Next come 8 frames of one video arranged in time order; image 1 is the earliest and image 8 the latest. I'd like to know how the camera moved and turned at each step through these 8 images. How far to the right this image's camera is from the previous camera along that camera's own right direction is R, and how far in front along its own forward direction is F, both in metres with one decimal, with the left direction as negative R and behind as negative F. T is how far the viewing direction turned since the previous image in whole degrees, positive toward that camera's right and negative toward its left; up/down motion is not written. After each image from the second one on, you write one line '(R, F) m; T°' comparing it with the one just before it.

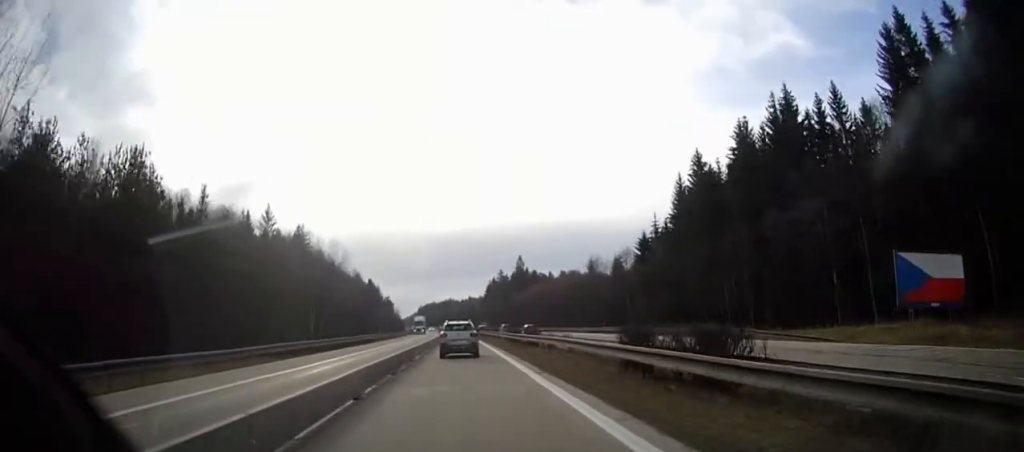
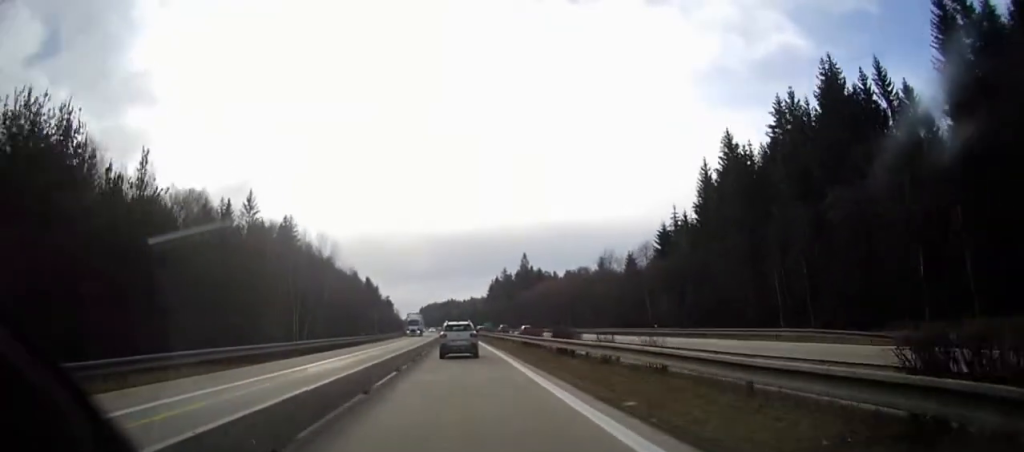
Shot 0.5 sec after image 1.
(-0.1, +11.0) m; 0°
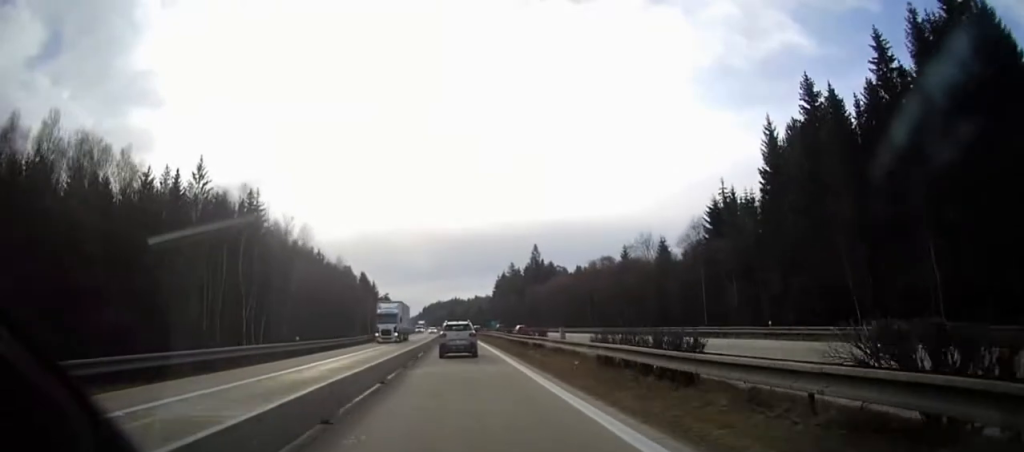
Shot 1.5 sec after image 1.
(-0.1, +22.0) m; 0°
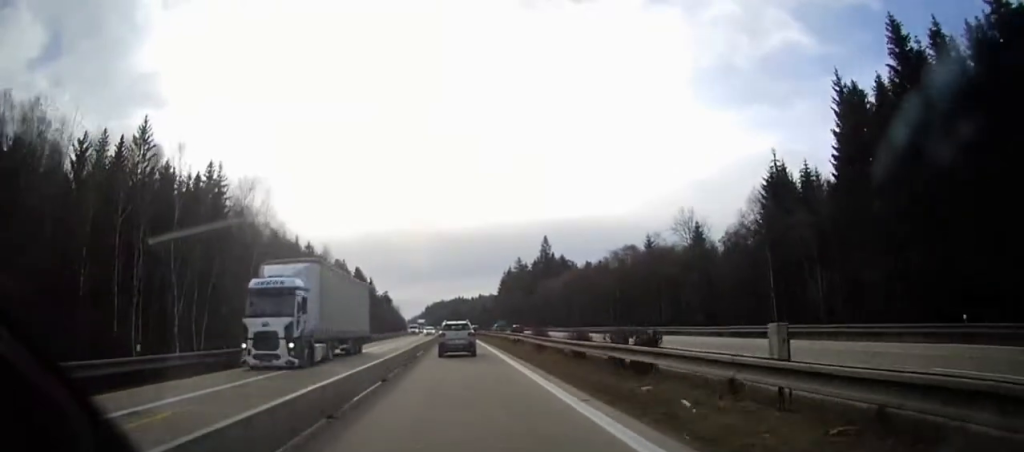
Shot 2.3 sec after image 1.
(0.0, +17.7) m; 0°
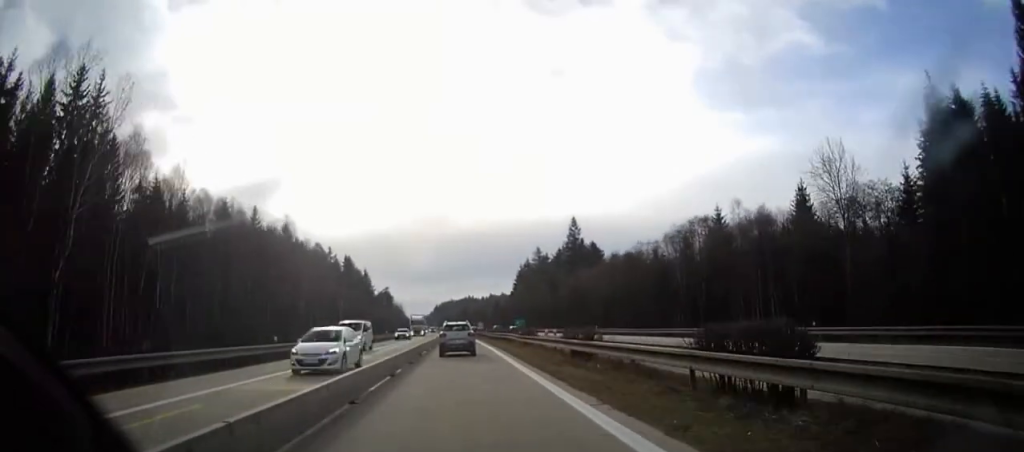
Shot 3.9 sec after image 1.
(-0.3, +34.8) m; -1°
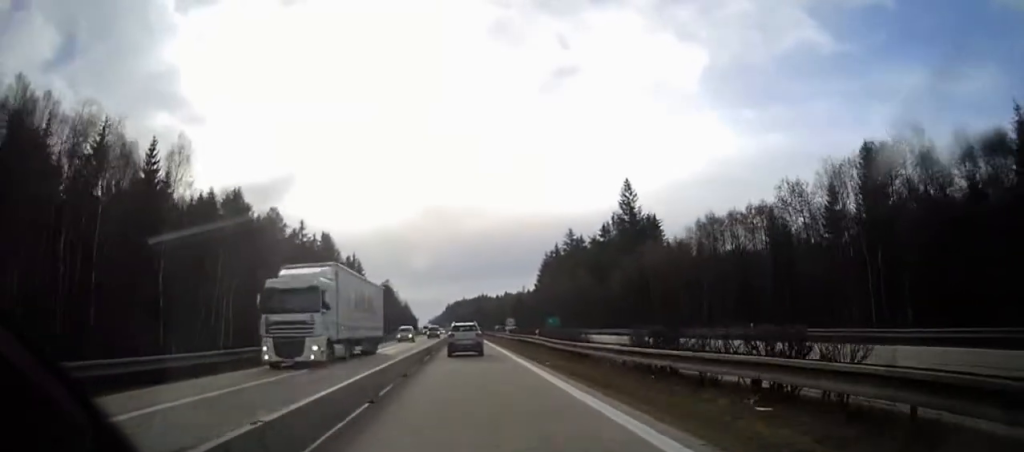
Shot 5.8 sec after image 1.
(-0.2, +42.4) m; -1°
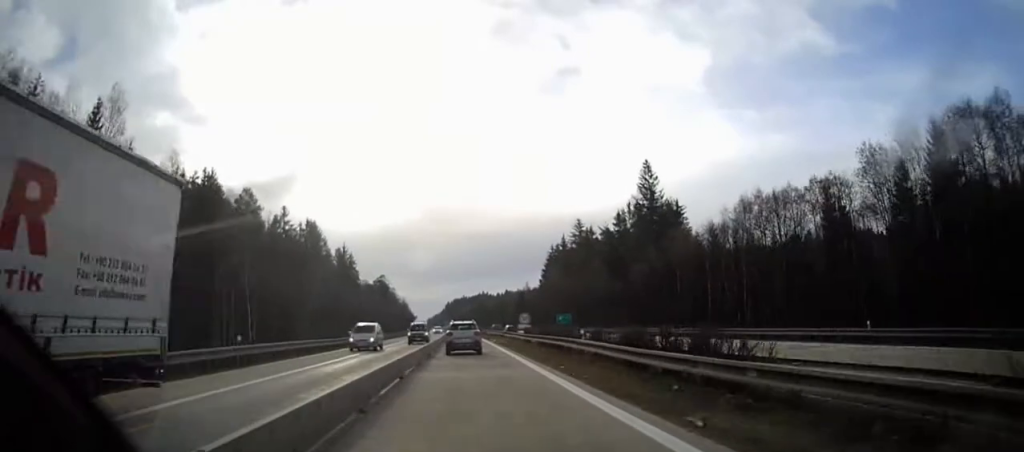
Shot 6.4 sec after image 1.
(0.0, +13.3) m; 0°
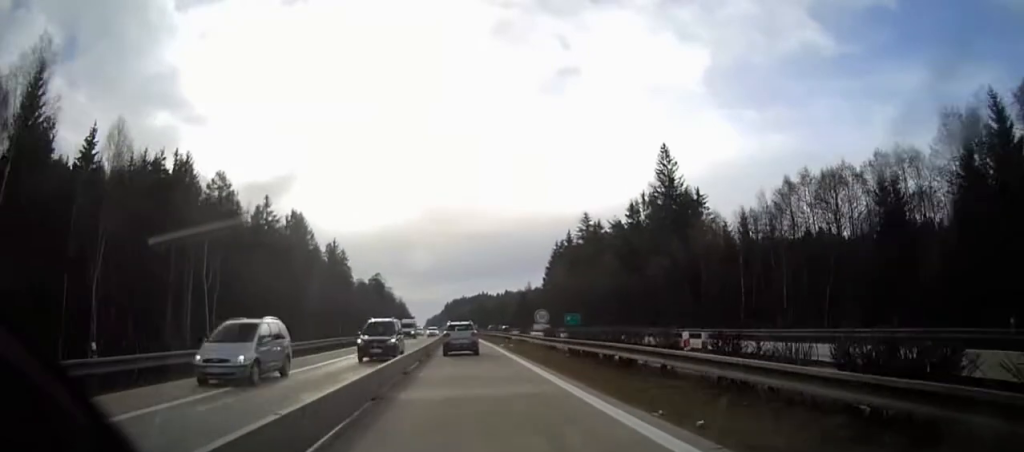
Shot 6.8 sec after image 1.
(-0.1, +10.4) m; 0°
